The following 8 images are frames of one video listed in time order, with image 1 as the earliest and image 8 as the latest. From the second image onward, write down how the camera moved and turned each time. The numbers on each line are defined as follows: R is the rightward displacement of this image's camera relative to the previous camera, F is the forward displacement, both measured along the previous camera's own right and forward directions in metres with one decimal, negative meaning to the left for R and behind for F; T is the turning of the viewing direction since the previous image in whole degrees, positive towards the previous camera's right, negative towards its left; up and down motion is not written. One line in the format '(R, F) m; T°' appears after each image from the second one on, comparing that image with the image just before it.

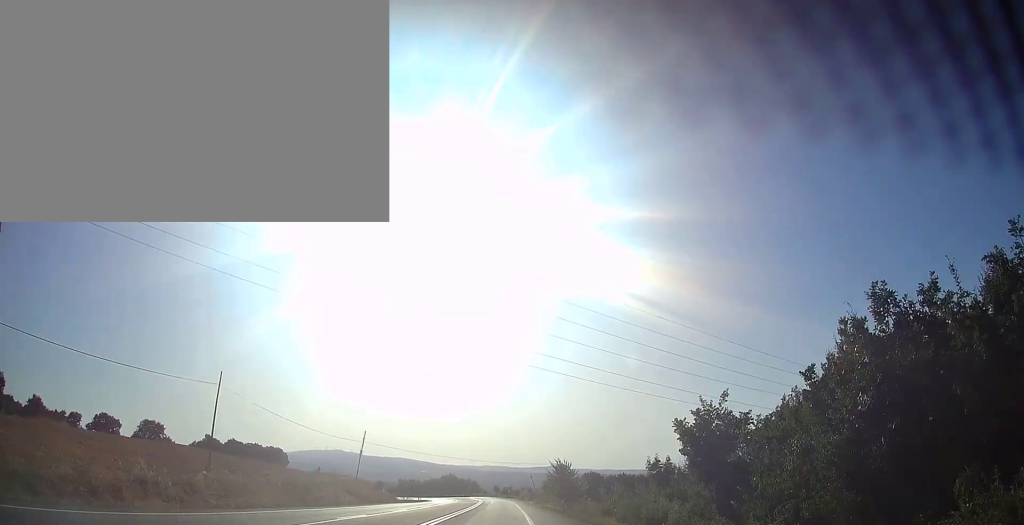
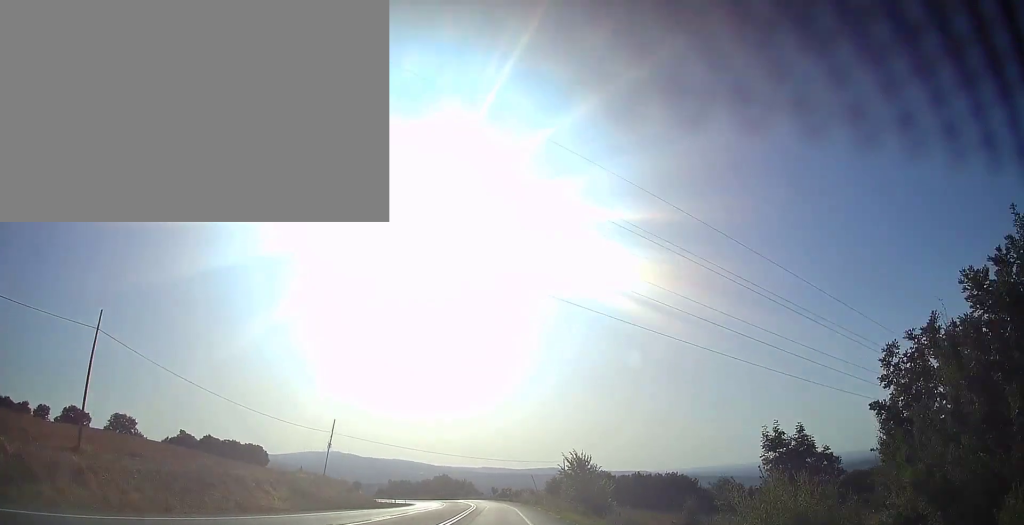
(+0.1, +17.4) m; 0°
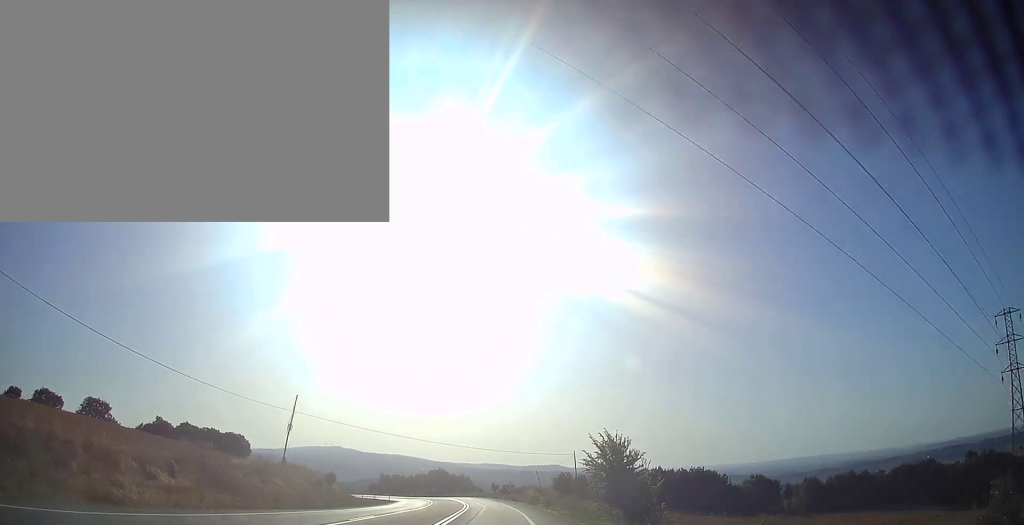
(+0.1, +16.0) m; 0°
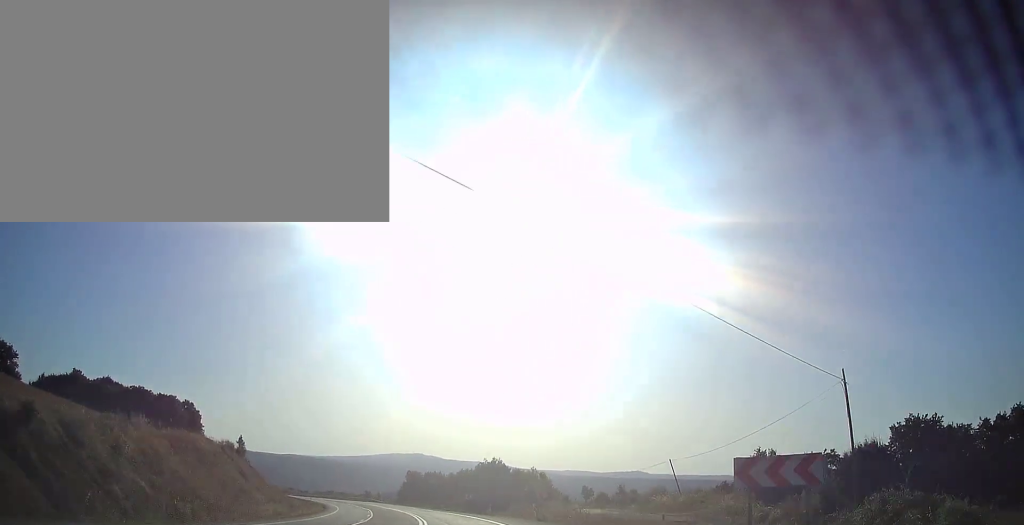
(-2.3, +72.4) m; -6°
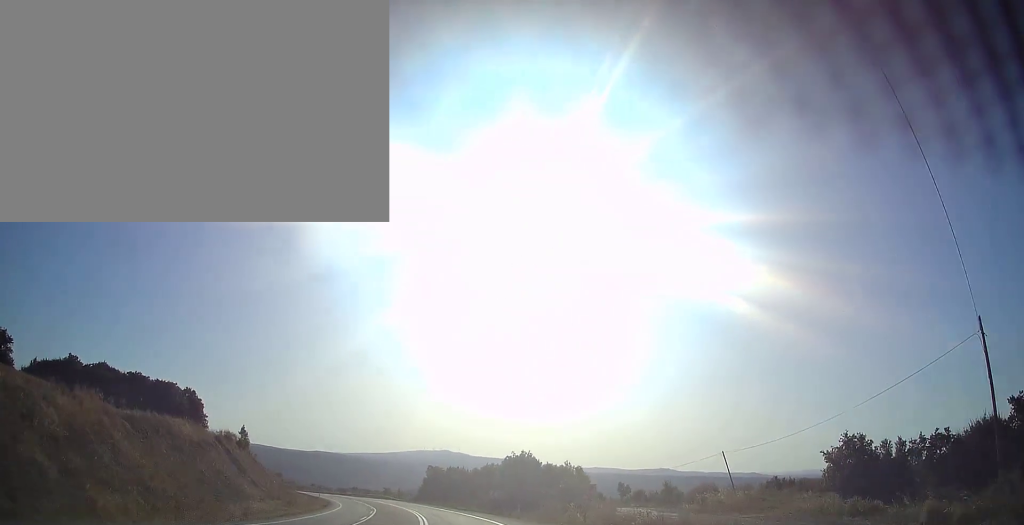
(+0.1, +10.4) m; -2°
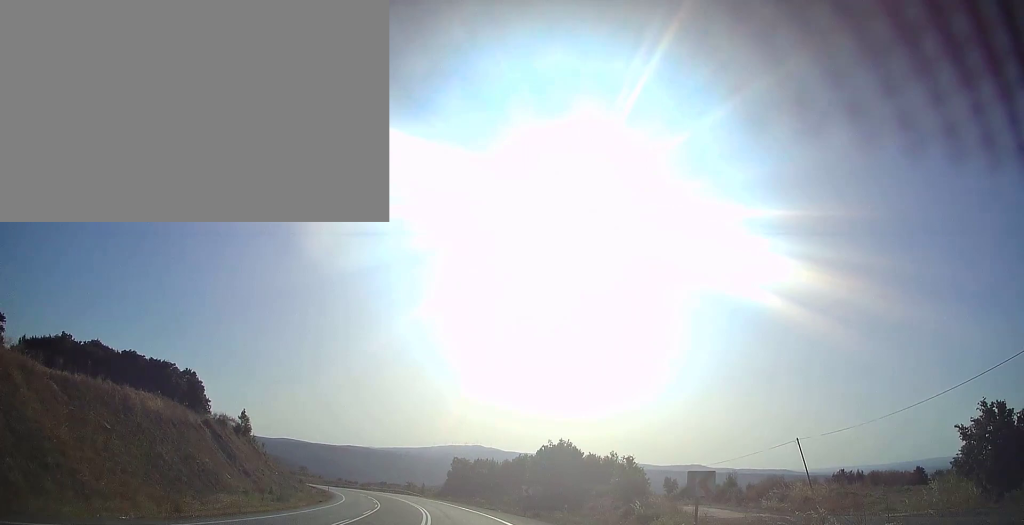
(-0.6, +11.7) m; -3°
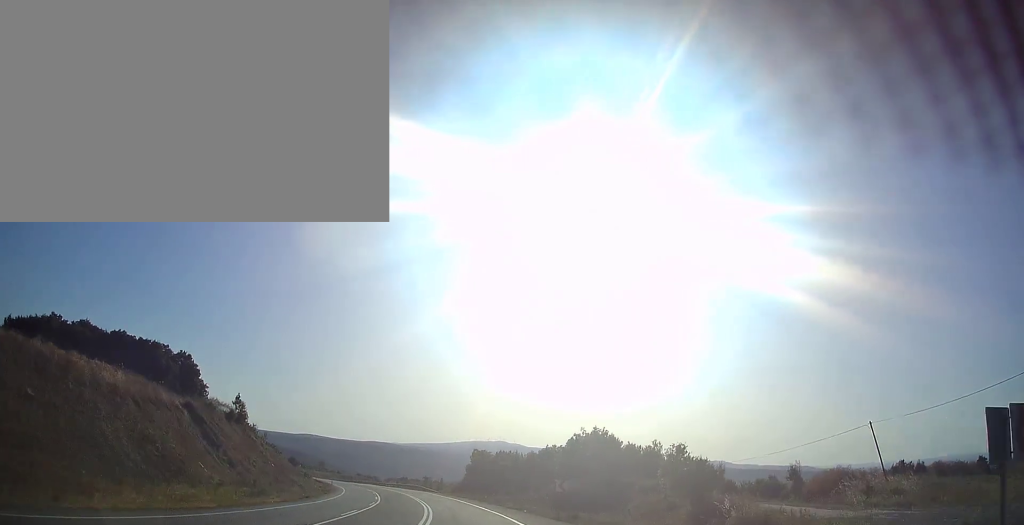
(-0.1, +9.5) m; -2°
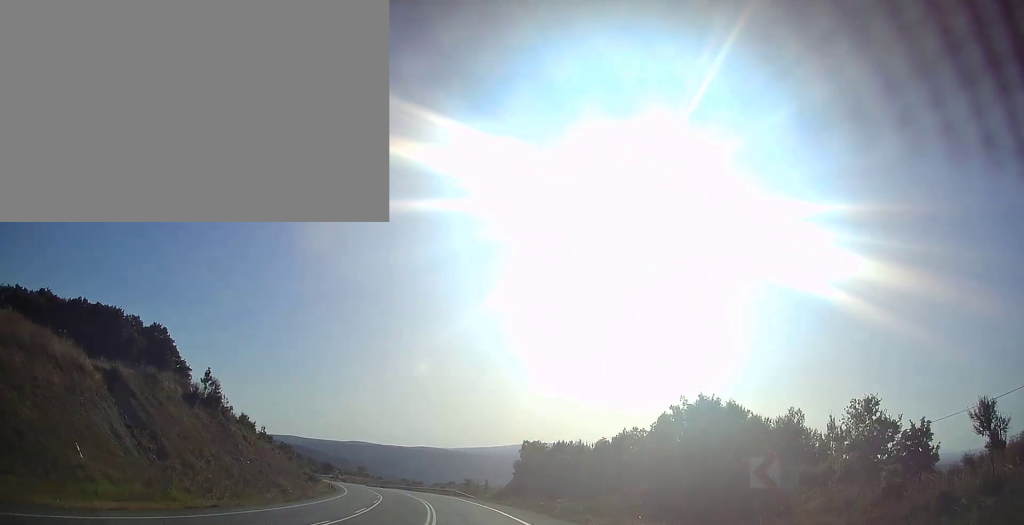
(-0.5, +20.5) m; -4°
